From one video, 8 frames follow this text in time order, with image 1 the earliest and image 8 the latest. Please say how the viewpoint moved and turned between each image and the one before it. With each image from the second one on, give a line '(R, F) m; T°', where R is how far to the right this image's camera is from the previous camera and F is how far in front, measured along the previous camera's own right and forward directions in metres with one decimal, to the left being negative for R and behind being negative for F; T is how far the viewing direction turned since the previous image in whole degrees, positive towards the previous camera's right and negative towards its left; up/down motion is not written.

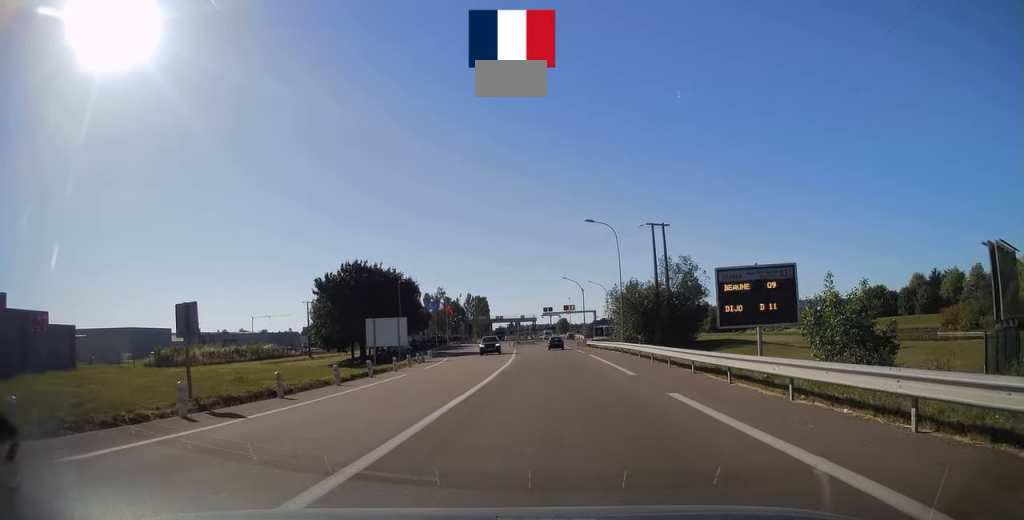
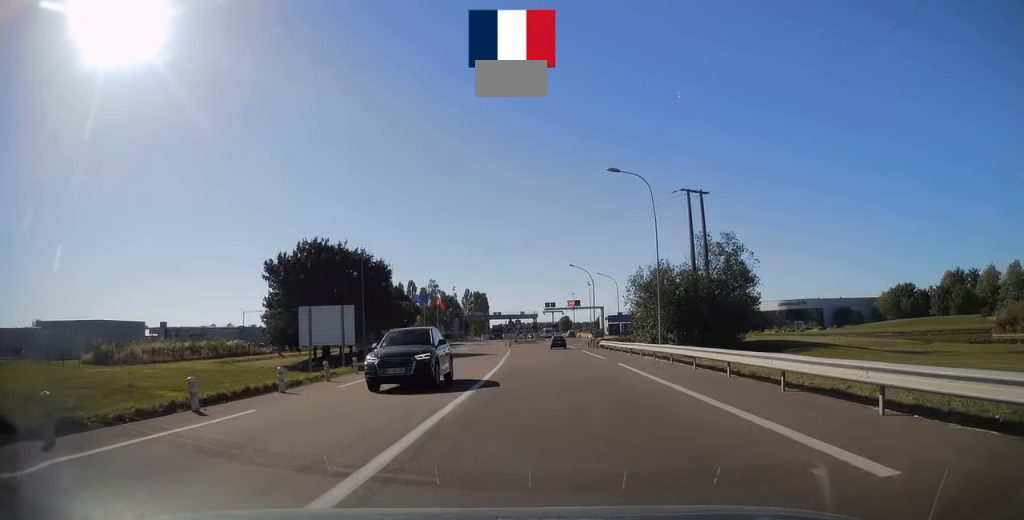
(+0.2, +14.6) m; +2°
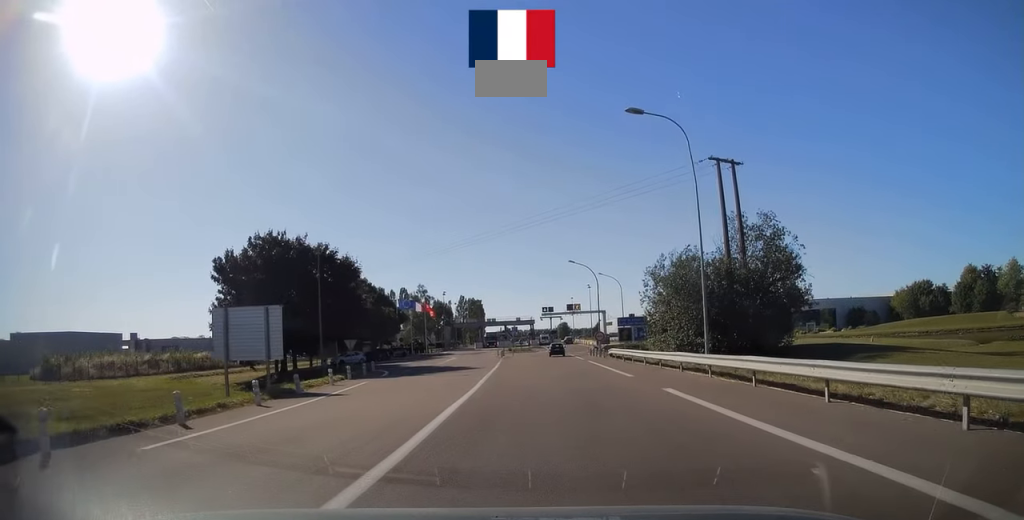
(0.0, +10.0) m; -1°
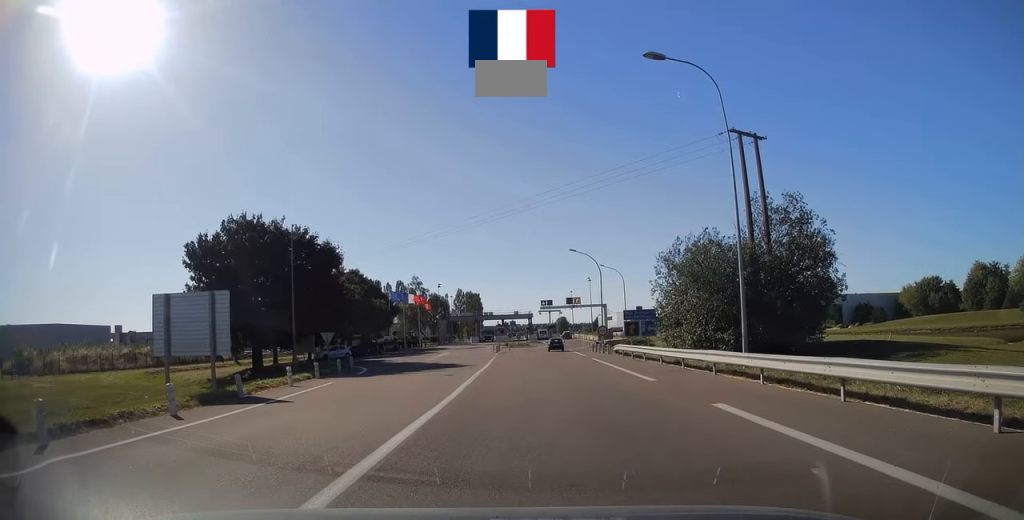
(0.0, +4.7) m; 0°
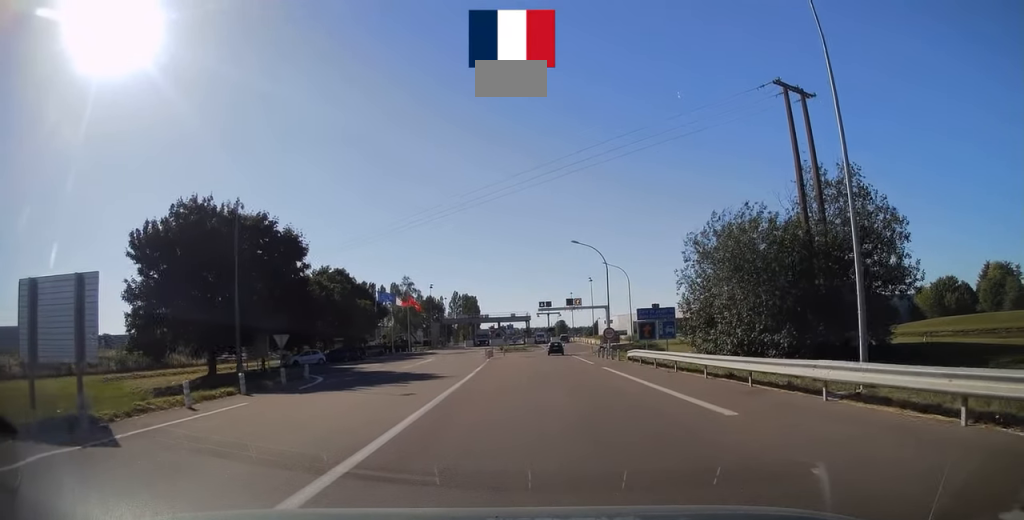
(-0.2, +7.4) m; 0°
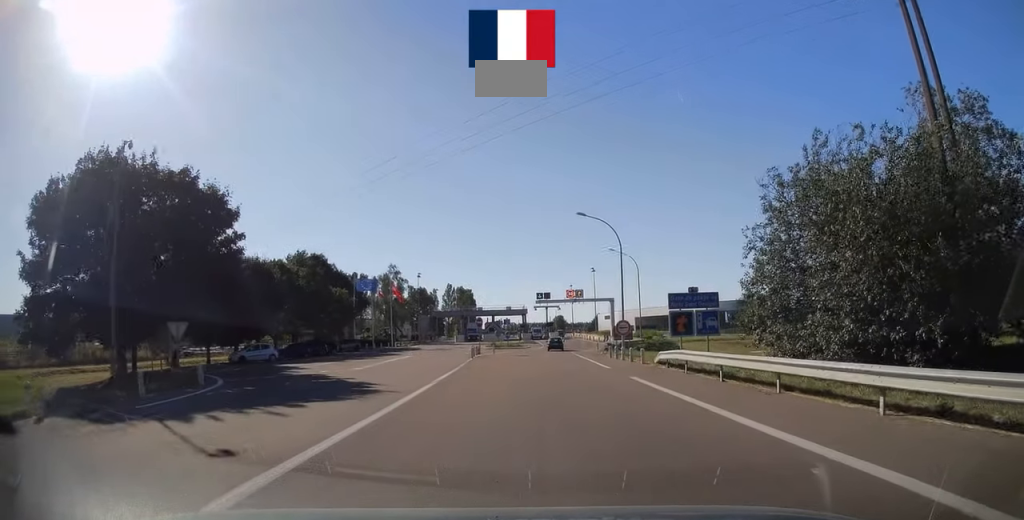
(+0.3, +10.2) m; +1°
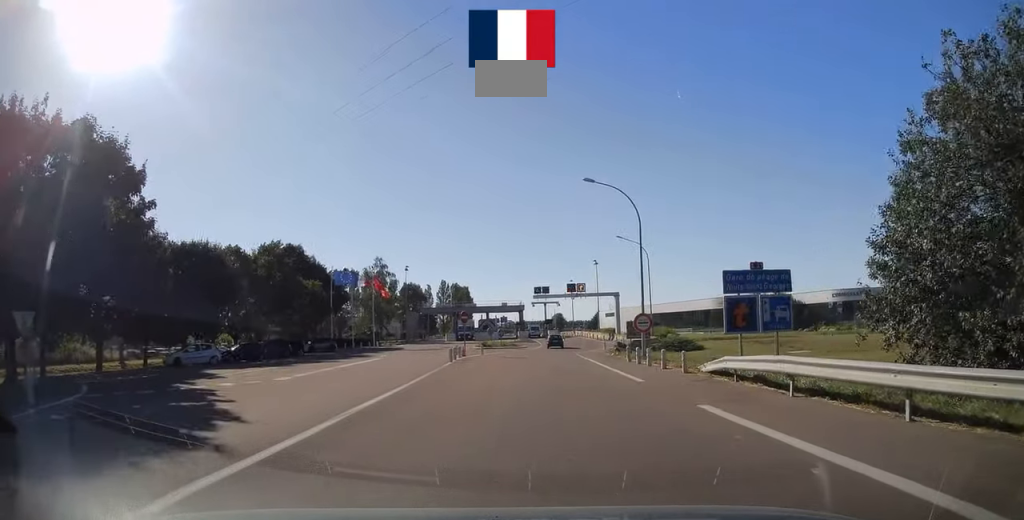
(-0.1, +9.0) m; 0°
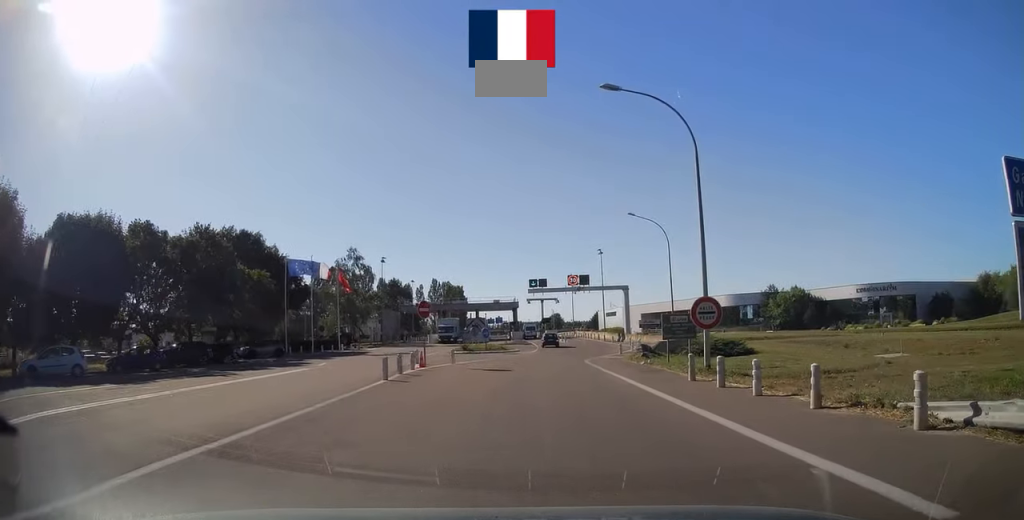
(-0.1, +13.5) m; +1°
